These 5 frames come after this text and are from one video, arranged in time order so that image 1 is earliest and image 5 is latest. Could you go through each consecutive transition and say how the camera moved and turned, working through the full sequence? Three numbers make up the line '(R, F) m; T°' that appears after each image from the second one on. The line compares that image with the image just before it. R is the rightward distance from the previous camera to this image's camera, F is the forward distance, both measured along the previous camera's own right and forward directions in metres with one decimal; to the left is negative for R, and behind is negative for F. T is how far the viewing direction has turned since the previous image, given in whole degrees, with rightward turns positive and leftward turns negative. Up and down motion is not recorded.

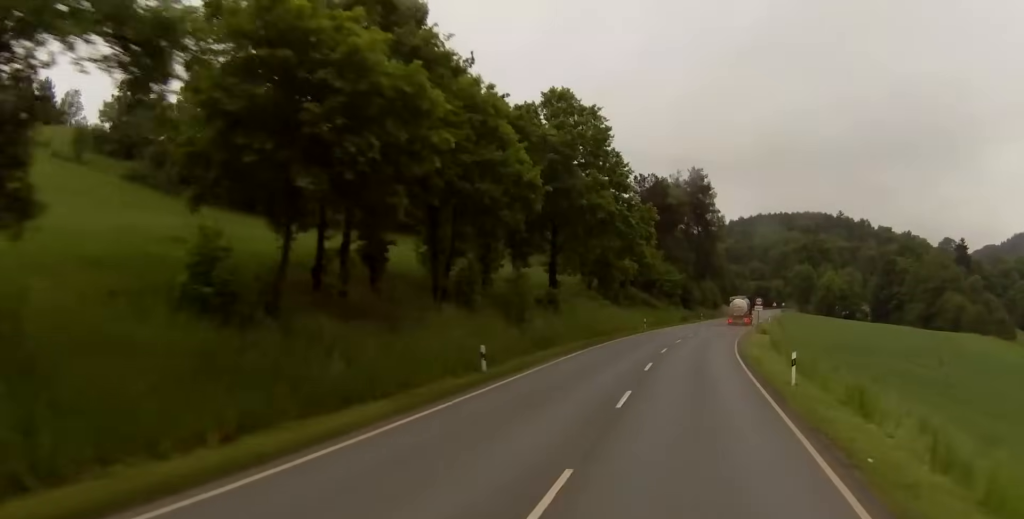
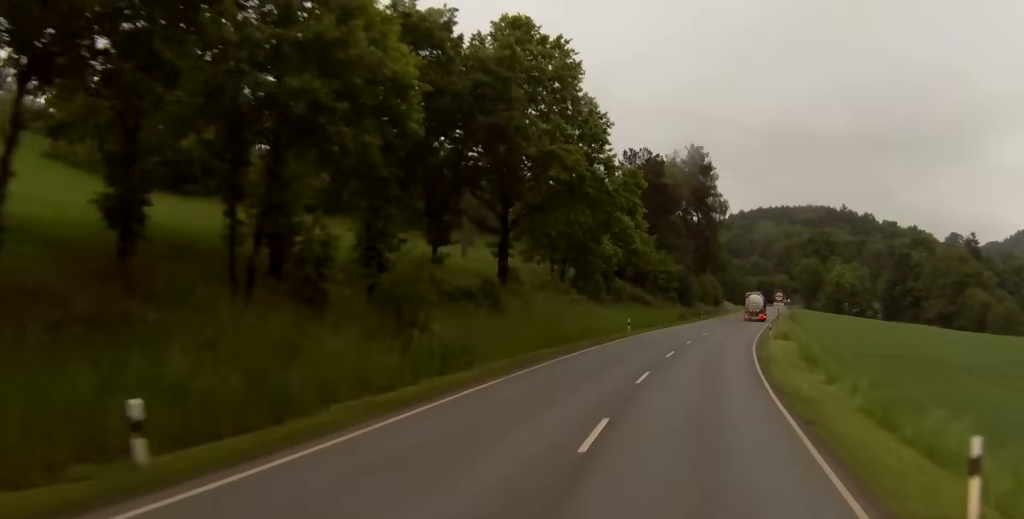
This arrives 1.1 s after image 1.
(+0.4, +18.8) m; +2°
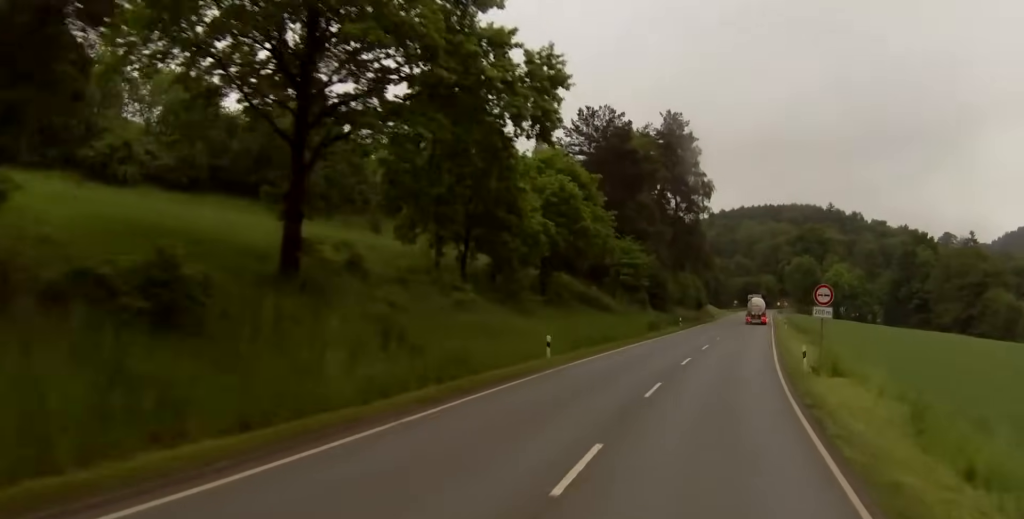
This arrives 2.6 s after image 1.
(0.0, +27.2) m; 0°
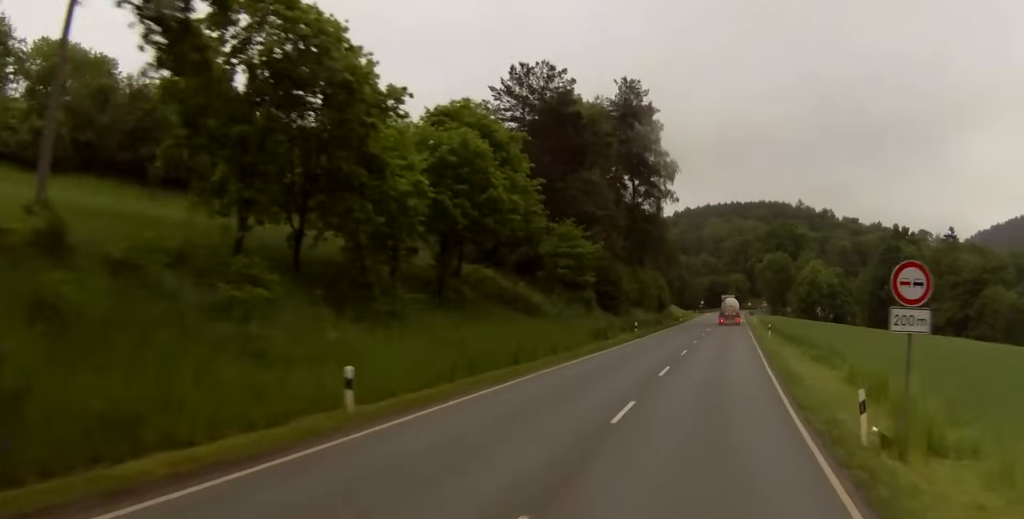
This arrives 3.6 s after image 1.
(+0.1, +17.1) m; +1°
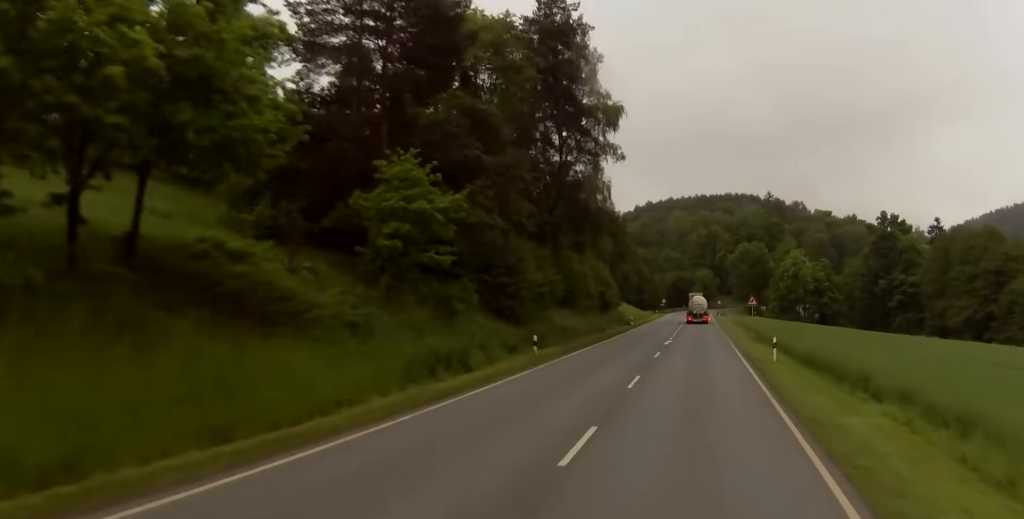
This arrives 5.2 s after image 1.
(+0.8, +28.9) m; +3°
